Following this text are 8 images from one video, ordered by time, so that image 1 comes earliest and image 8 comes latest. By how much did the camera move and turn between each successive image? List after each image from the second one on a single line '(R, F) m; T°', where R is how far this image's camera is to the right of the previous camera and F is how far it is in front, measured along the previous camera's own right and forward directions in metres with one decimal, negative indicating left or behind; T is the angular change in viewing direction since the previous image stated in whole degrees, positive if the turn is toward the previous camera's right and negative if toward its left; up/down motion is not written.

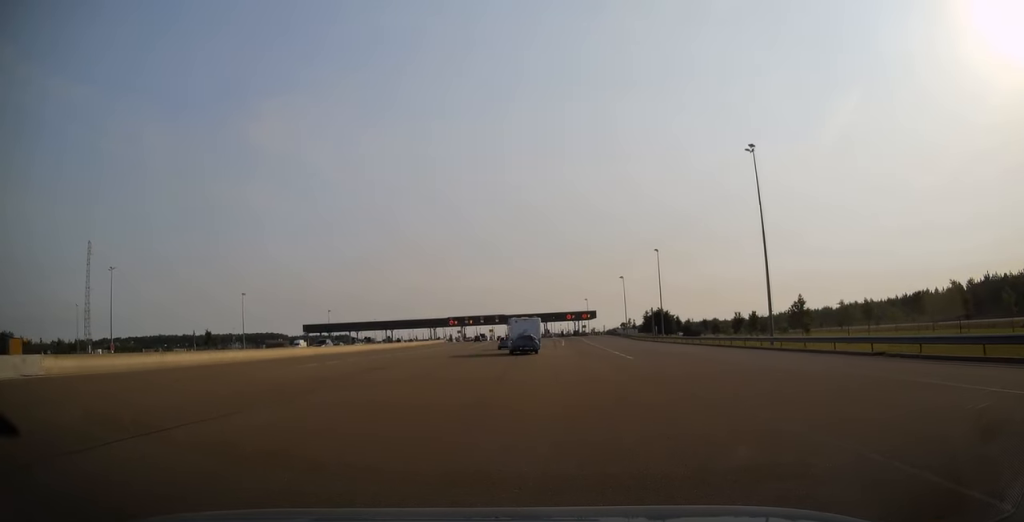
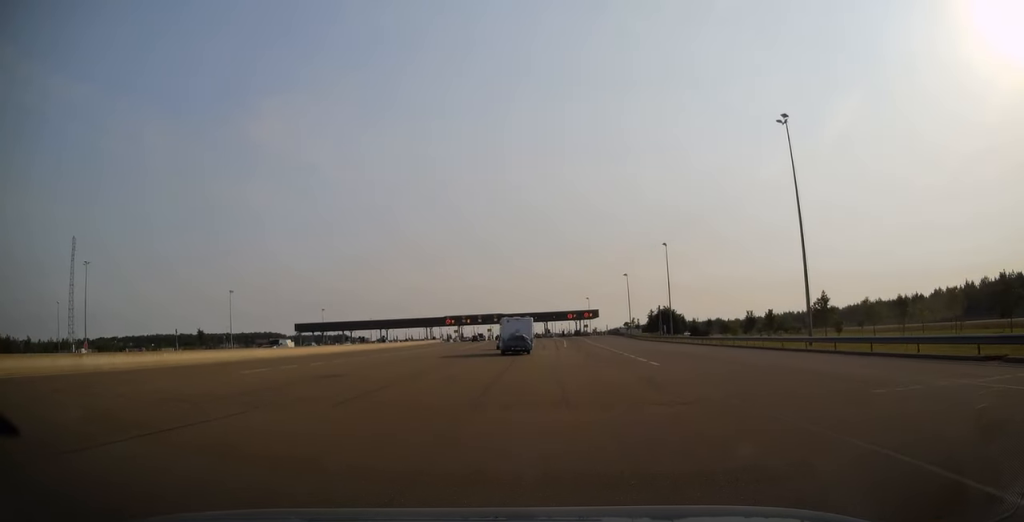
(0.0, +7.1) m; 0°
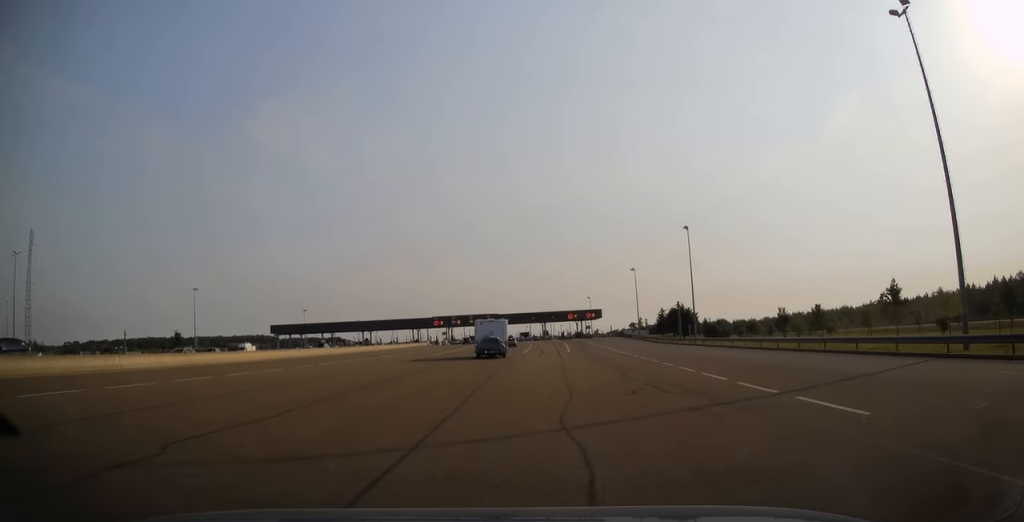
(+0.2, +16.9) m; +1°
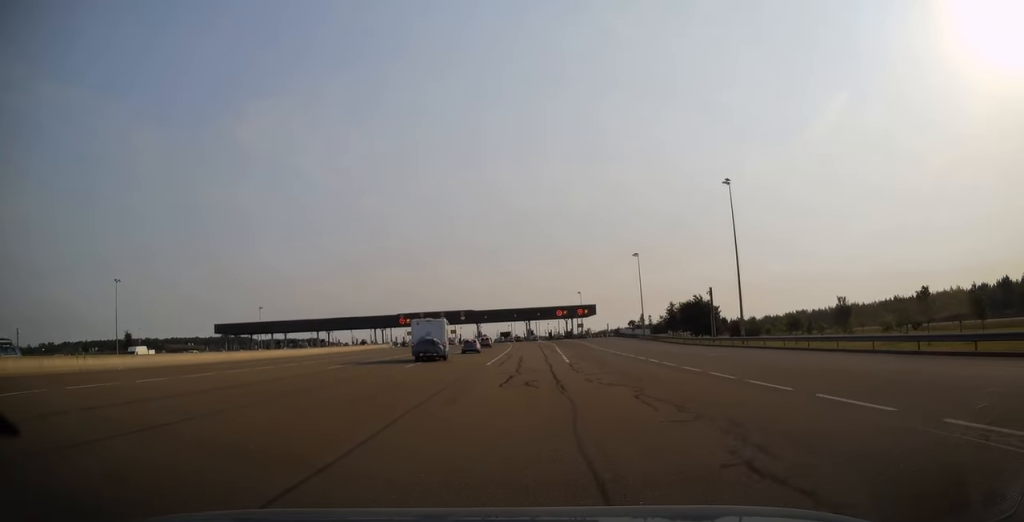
(0.0, +25.4) m; 0°
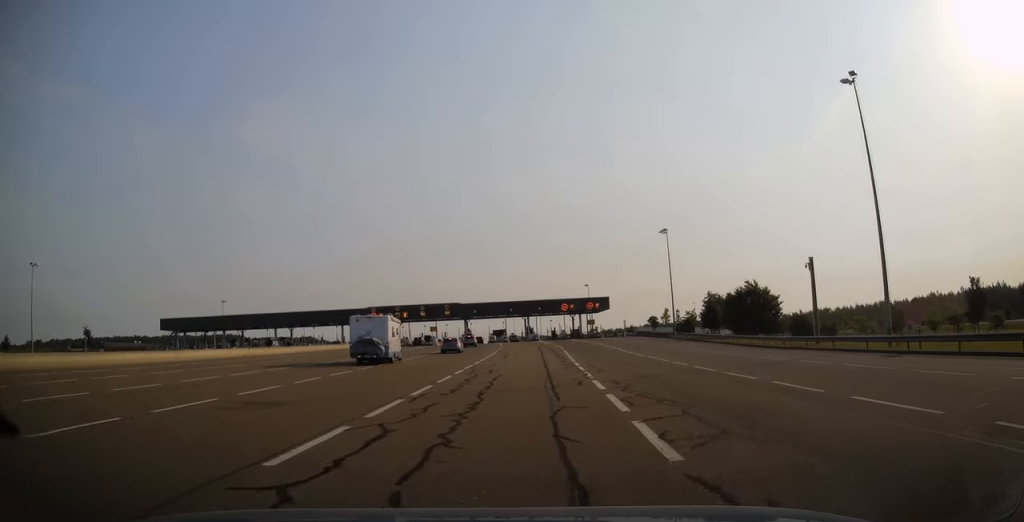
(+0.2, +25.9) m; +1°
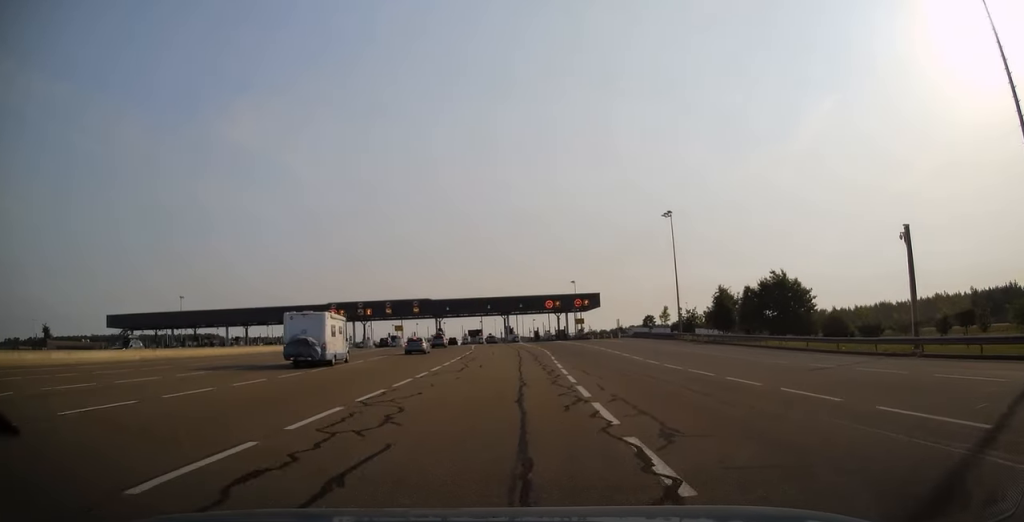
(0.0, +14.1) m; +2°
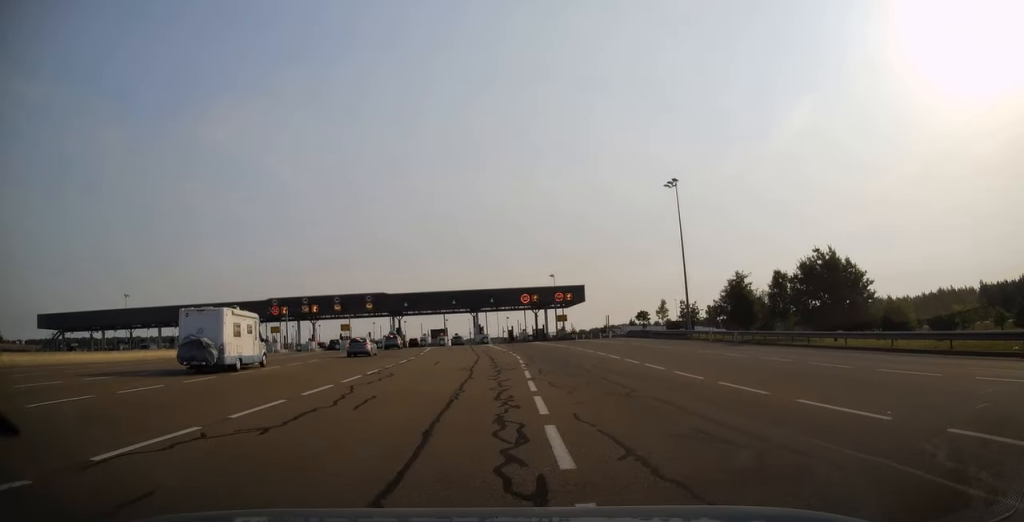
(+0.5, +15.5) m; +1°
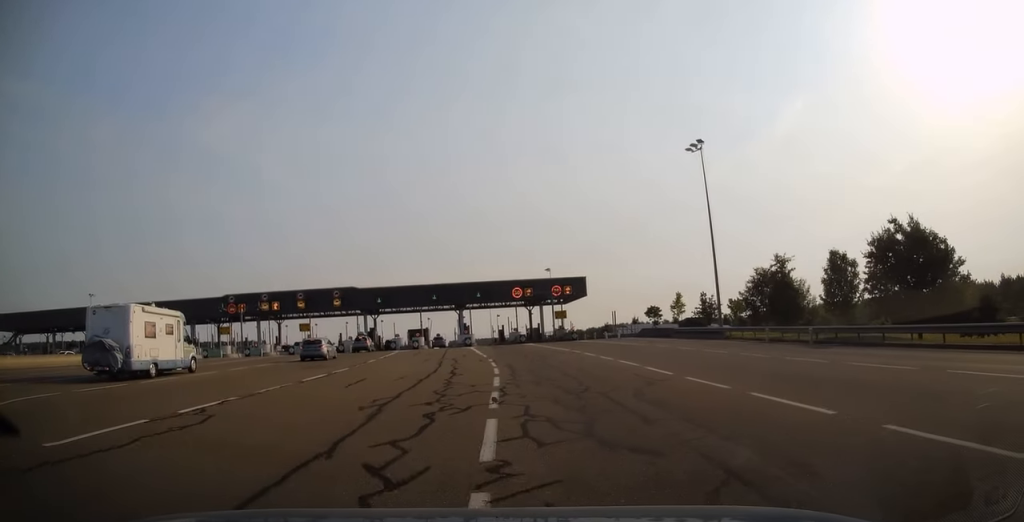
(-0.1, +12.1) m; -1°
